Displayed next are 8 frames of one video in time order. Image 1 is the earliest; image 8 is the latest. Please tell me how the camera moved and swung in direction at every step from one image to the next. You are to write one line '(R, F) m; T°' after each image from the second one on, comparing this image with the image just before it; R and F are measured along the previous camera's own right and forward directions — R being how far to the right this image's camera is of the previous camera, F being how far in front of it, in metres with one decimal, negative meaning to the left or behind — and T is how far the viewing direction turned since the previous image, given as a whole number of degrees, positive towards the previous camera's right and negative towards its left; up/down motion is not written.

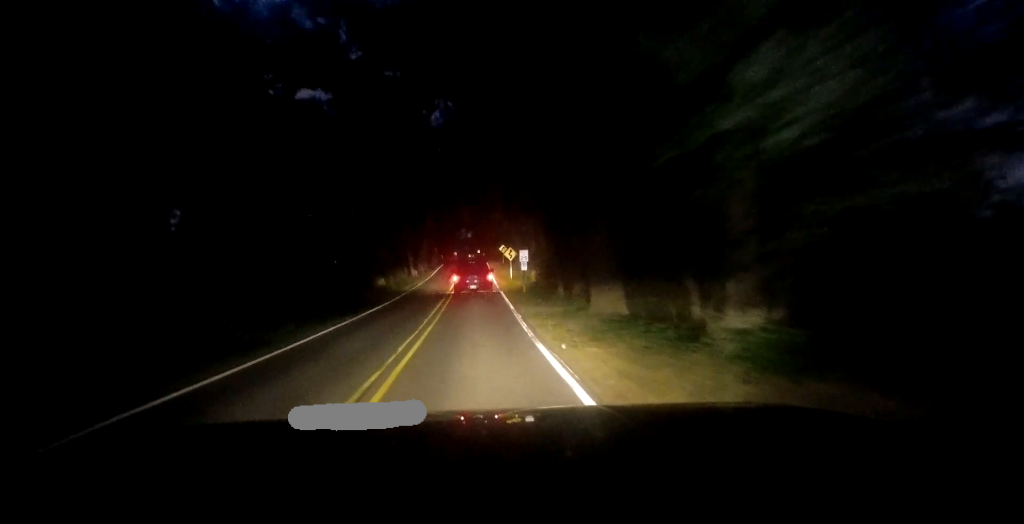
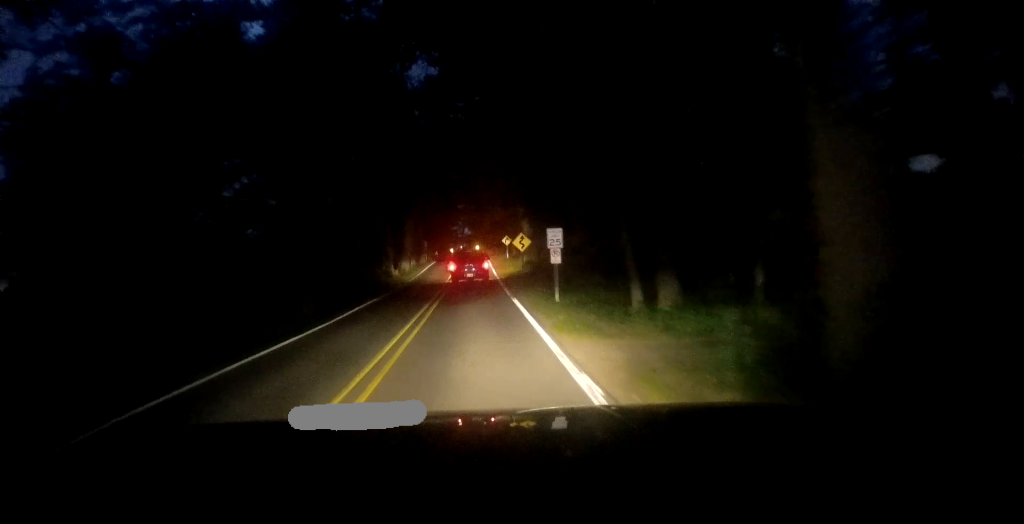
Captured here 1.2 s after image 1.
(0.0, +14.0) m; 0°
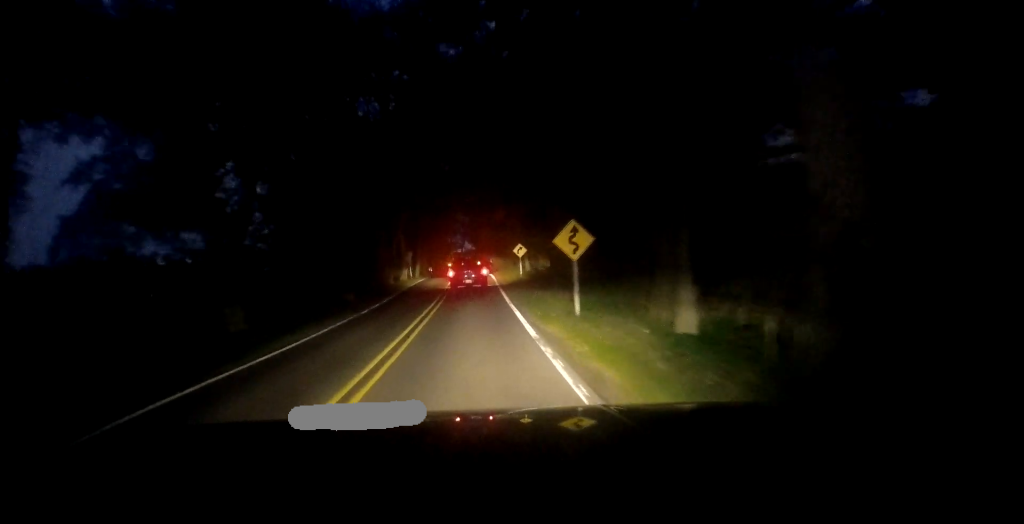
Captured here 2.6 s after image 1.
(-0.1, +17.1) m; -3°
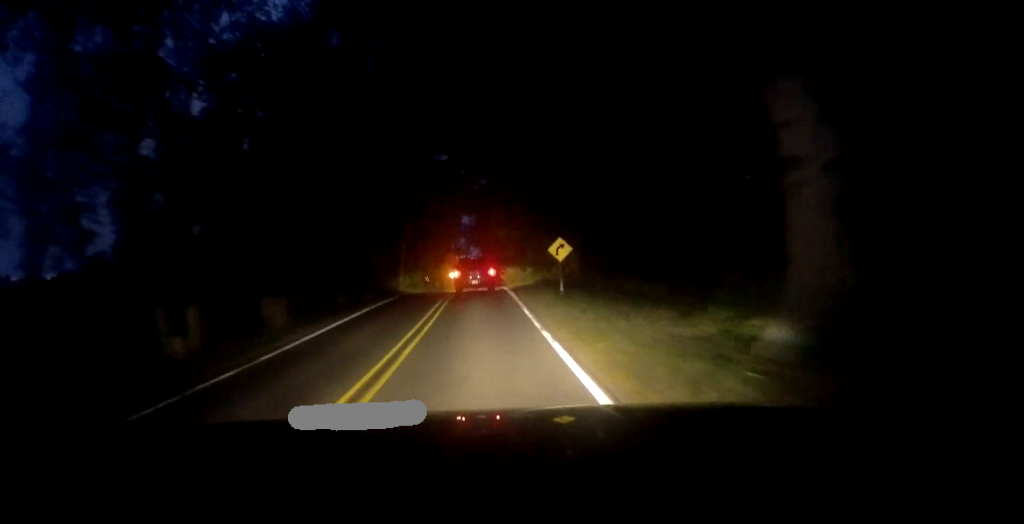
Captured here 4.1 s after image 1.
(-0.3, +17.2) m; 0°
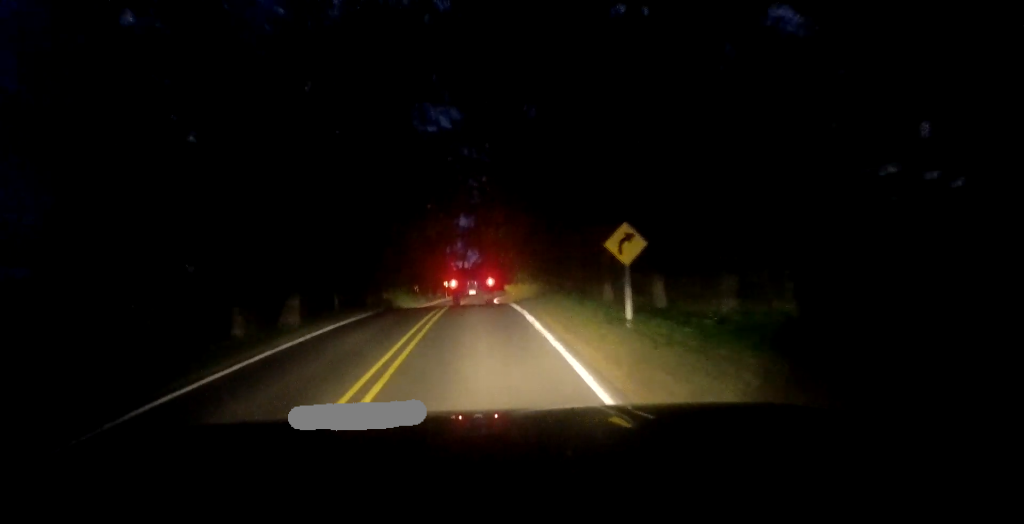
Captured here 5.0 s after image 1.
(0.0, +11.5) m; 0°
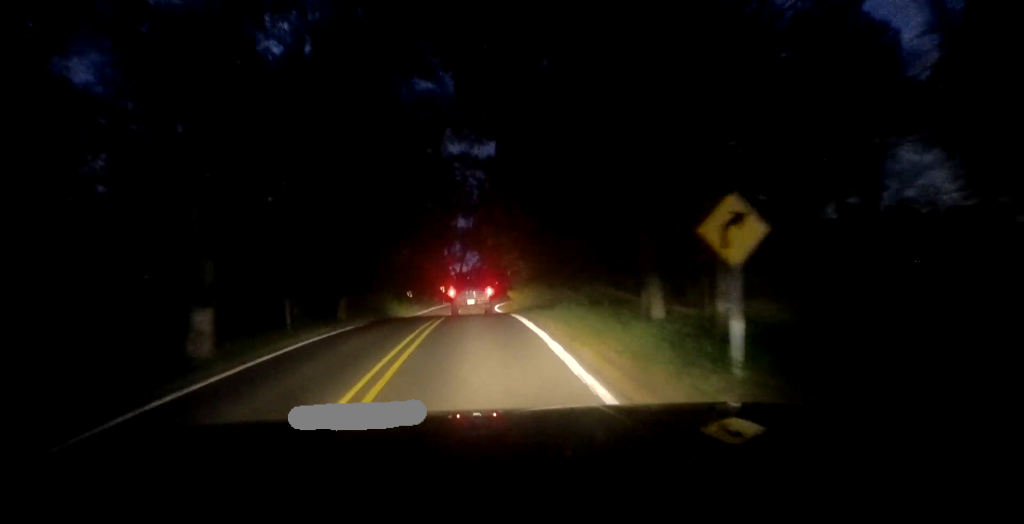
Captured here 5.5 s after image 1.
(-0.3, +6.4) m; 0°
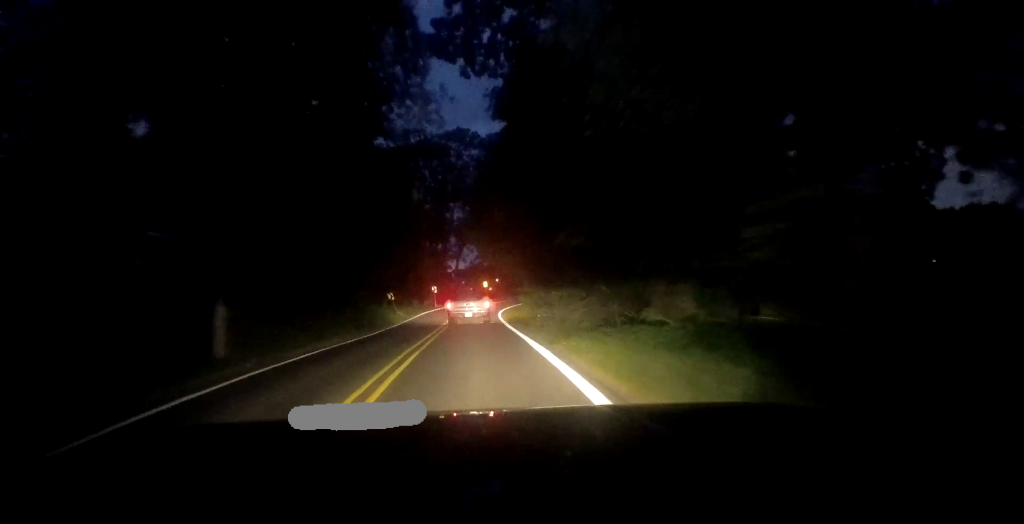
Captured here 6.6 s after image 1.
(+0.5, +14.0) m; +2°
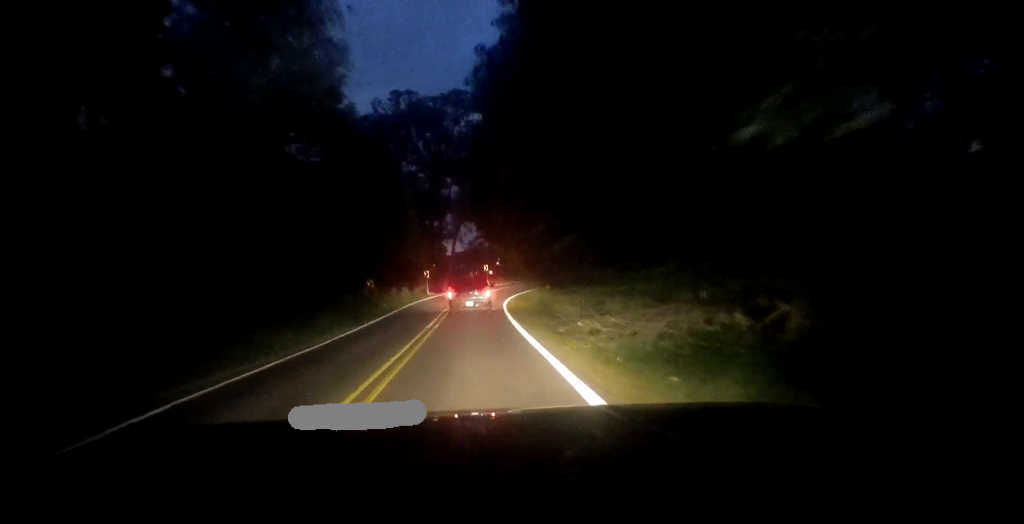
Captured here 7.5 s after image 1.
(0.0, +10.1) m; 0°
